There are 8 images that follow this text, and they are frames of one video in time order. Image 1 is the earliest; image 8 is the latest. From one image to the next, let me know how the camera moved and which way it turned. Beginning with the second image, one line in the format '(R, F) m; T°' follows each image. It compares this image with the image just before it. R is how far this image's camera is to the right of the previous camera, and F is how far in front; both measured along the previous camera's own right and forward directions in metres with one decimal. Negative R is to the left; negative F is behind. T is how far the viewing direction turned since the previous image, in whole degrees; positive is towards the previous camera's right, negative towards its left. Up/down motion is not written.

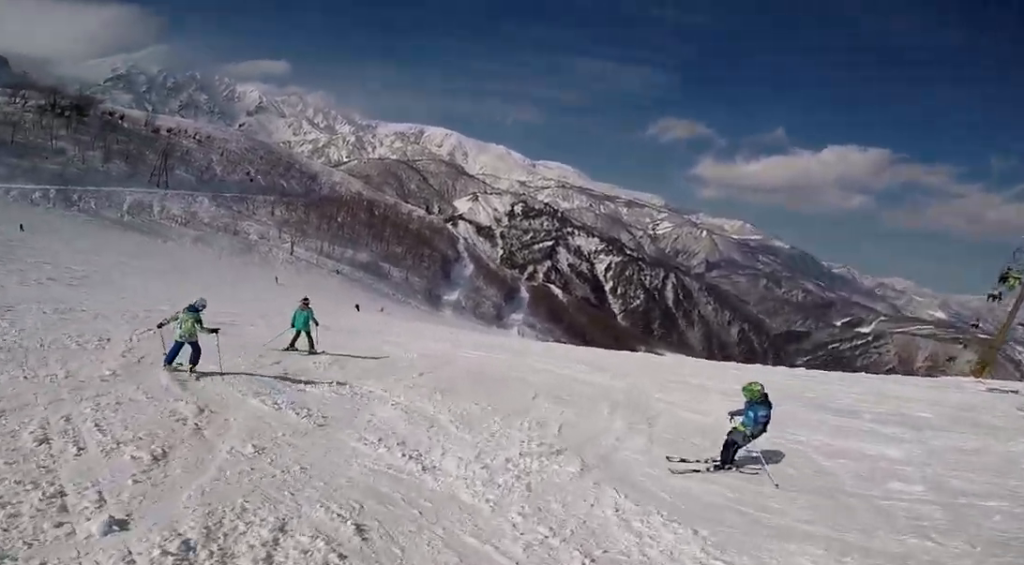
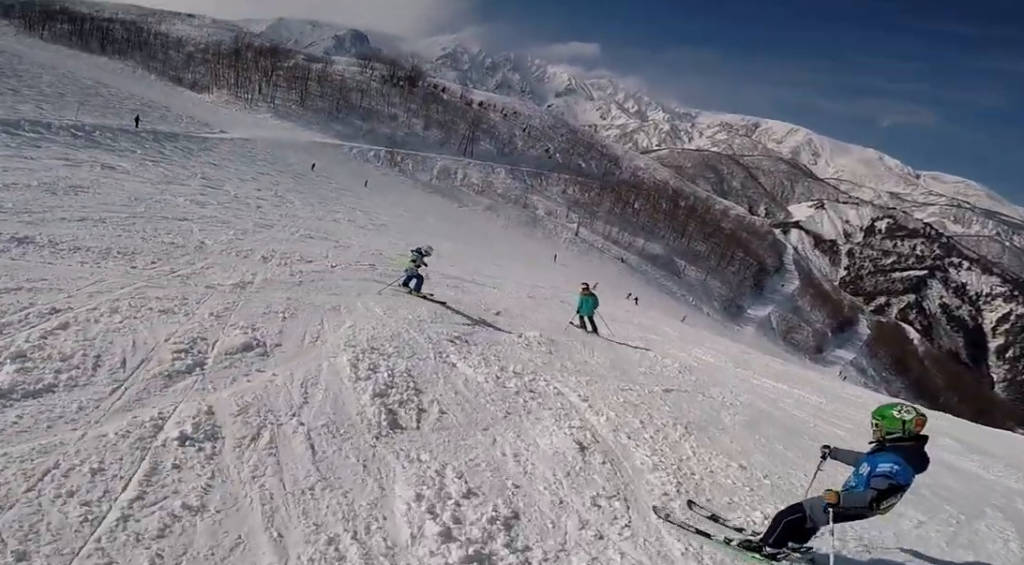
(+0.1, +2.3) m; -14°
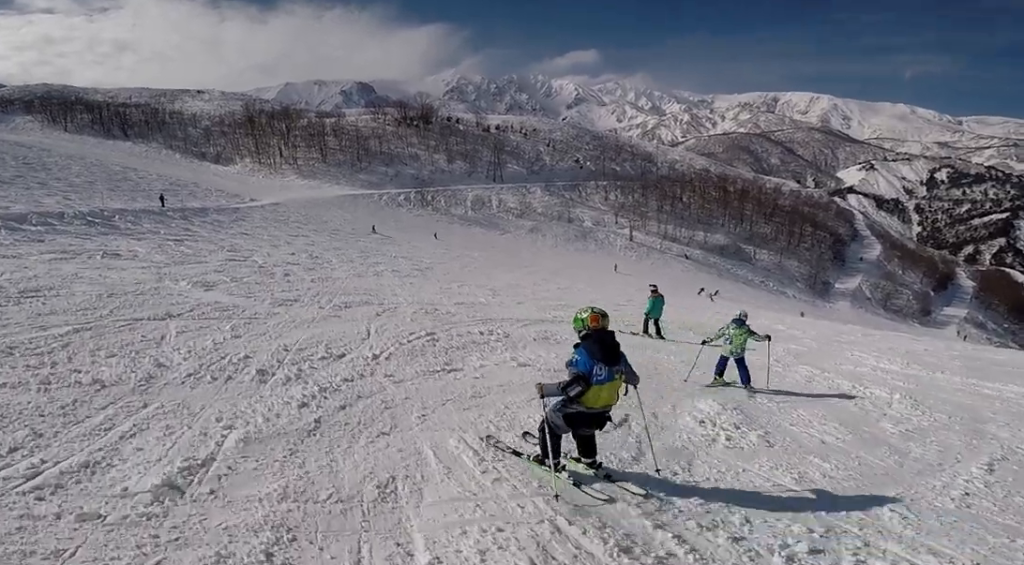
(-1.6, +2.7) m; -33°
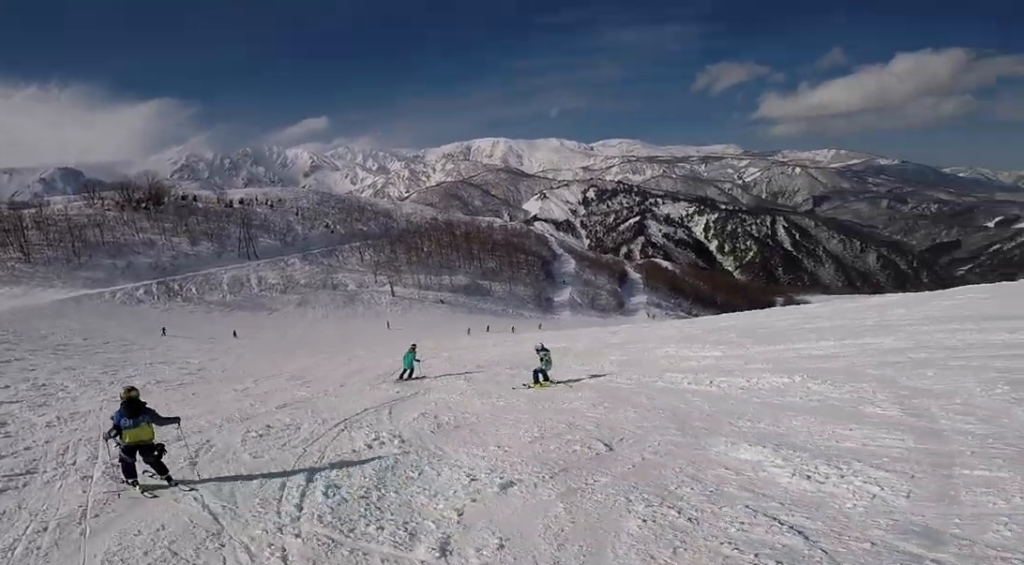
(+1.0, +4.6) m; +45°
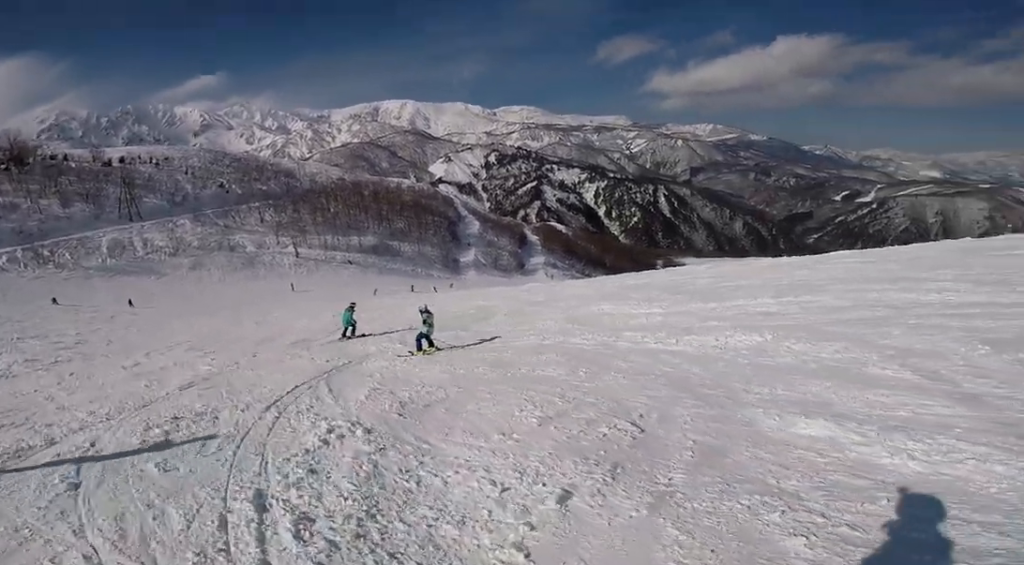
(+0.5, +1.5) m; +11°
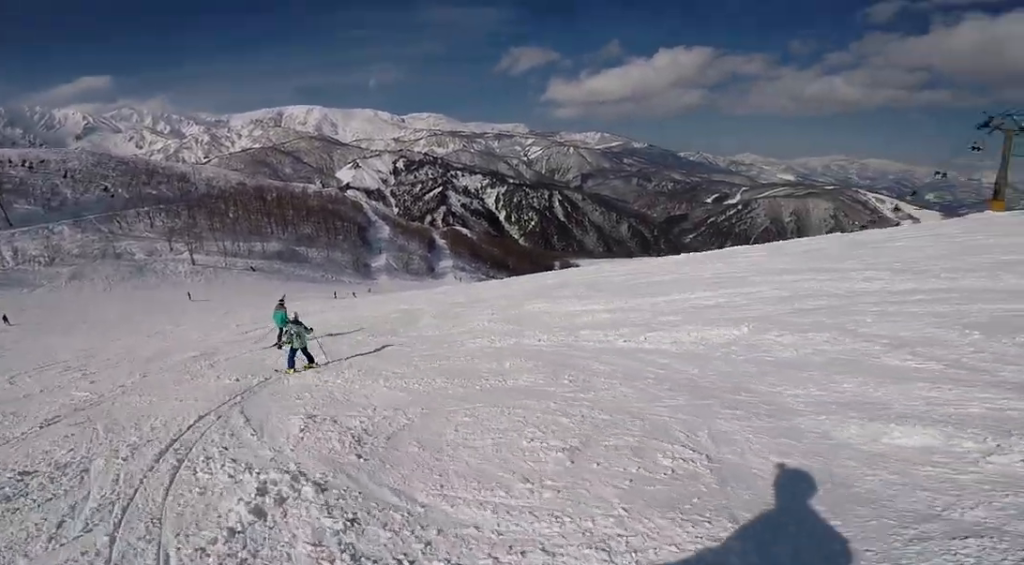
(+0.2, +1.3) m; +8°
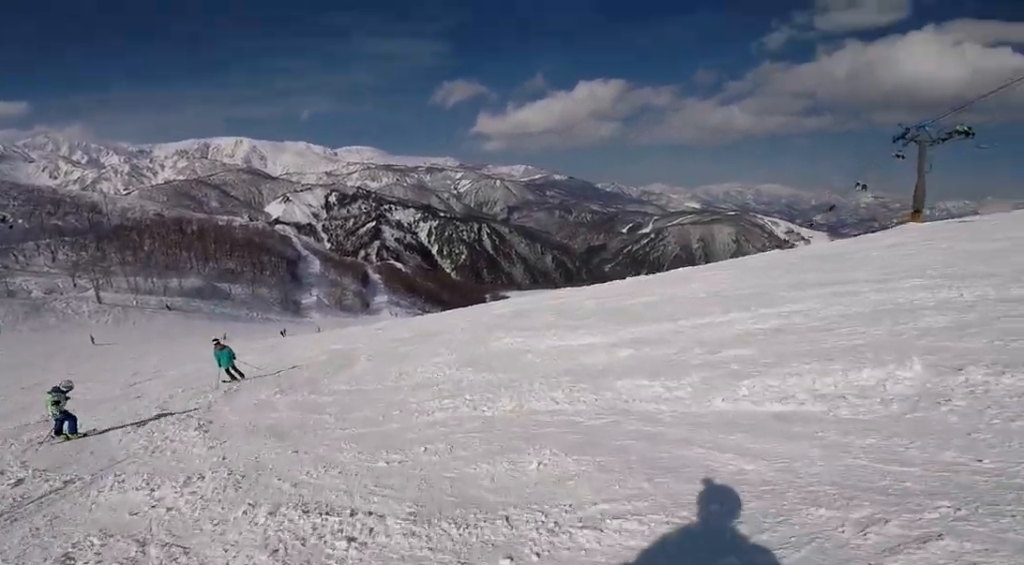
(+0.2, +3.1) m; +3°
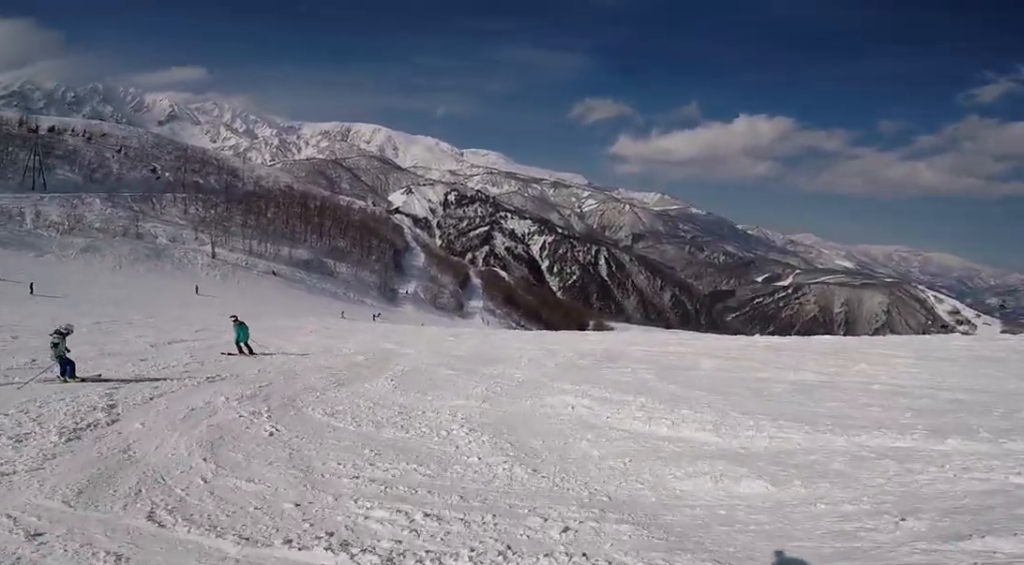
(0.0, +2.8) m; -14°
